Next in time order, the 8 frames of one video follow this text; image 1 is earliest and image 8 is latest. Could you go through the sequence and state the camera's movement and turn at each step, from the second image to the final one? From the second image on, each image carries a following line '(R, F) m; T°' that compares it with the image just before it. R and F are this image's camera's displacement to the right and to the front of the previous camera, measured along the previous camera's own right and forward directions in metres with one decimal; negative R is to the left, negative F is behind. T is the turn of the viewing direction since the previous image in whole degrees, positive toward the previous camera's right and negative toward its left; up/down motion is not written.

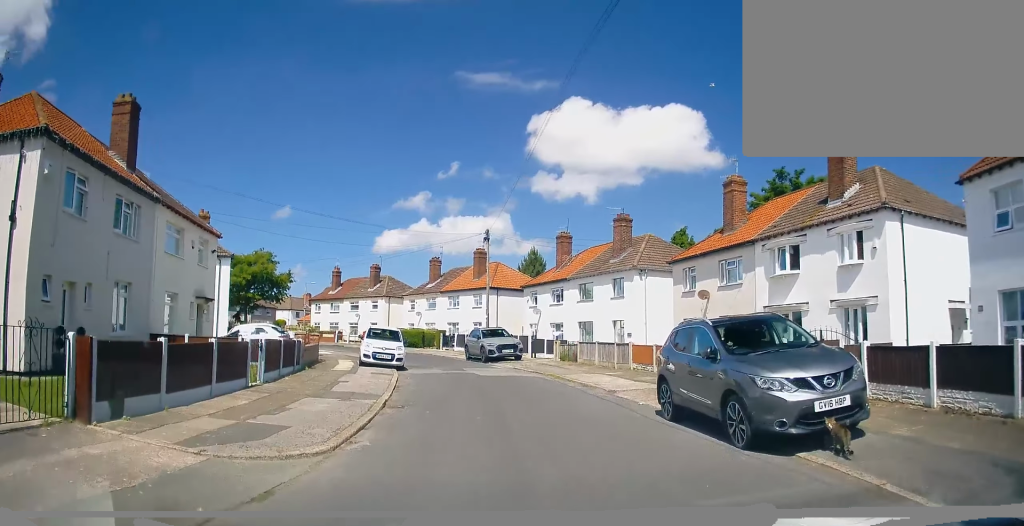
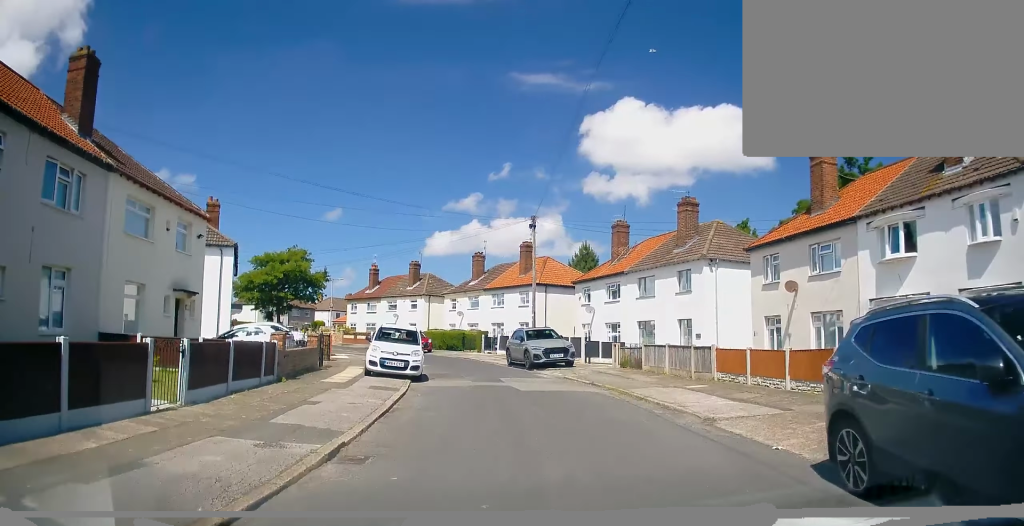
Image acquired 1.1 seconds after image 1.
(-0.5, +4.7) m; -7°
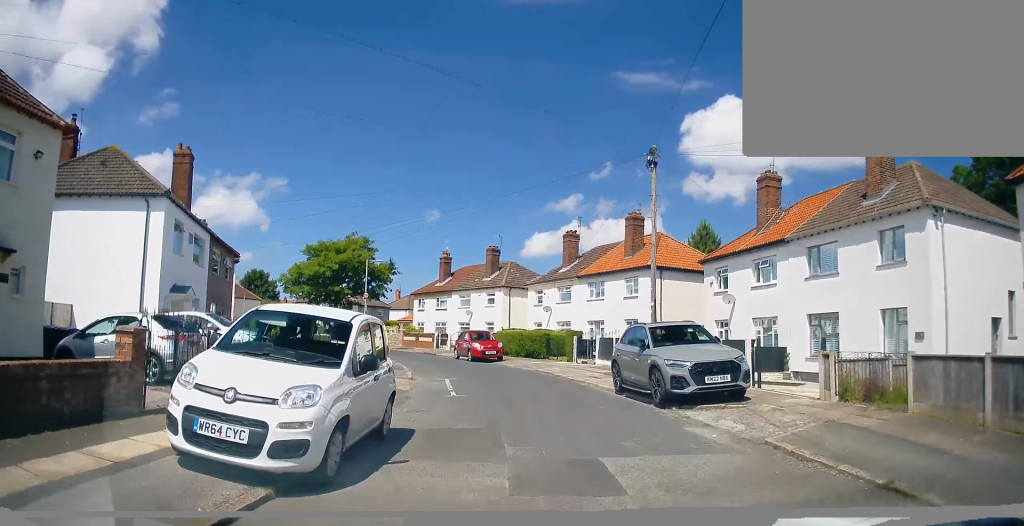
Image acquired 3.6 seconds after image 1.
(-0.5, +11.9) m; -8°
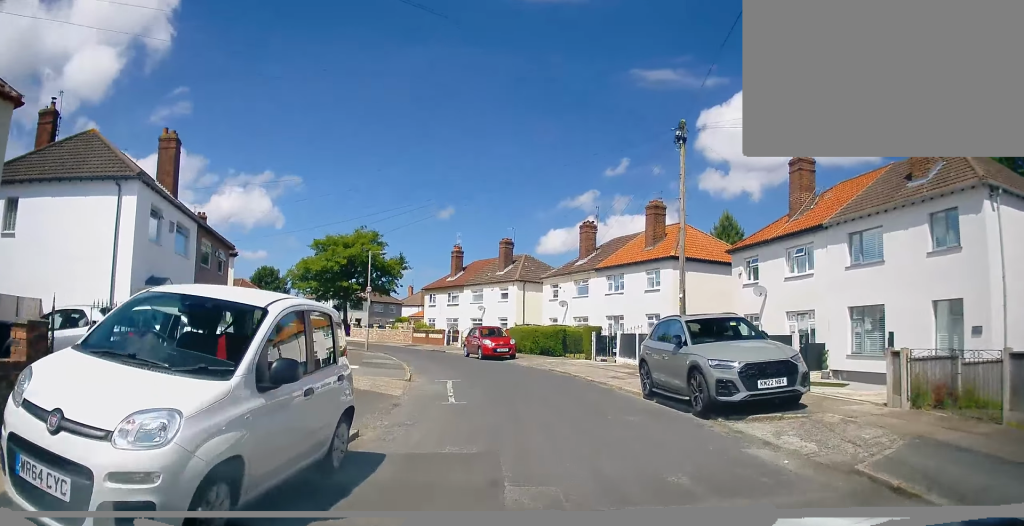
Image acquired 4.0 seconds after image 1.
(-0.1, +2.2) m; 0°
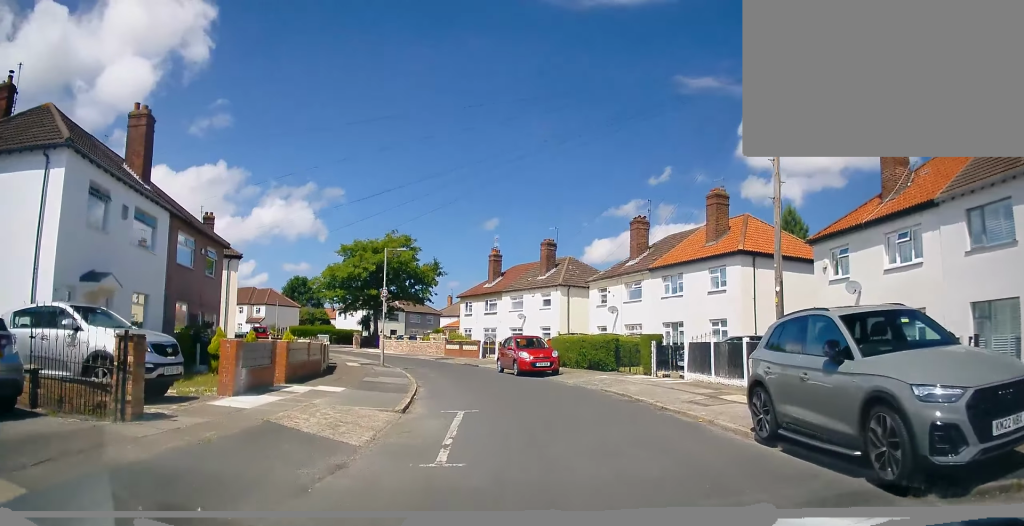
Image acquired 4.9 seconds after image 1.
(0.0, +4.7) m; -1°
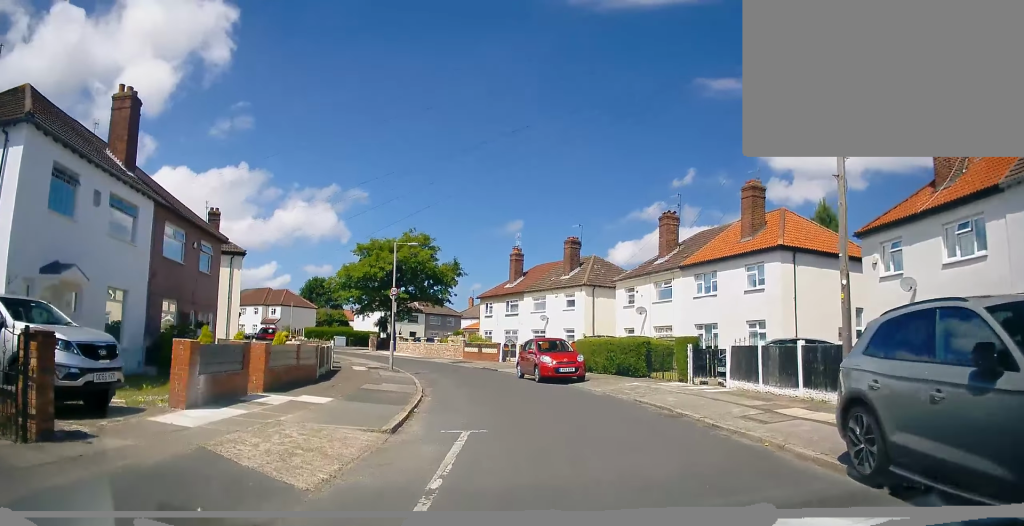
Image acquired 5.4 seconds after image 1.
(+0.2, +2.2) m; -1°
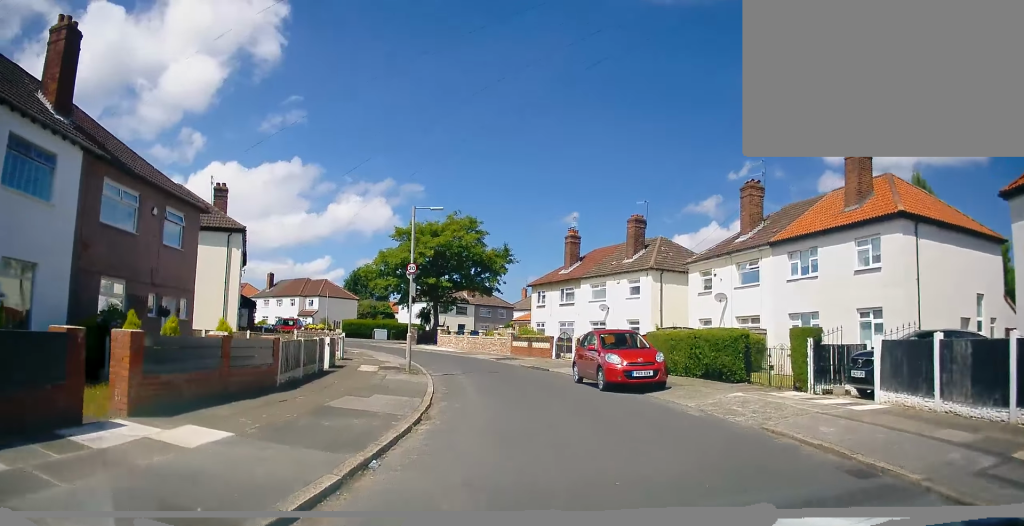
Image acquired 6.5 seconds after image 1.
(-0.5, +5.5) m; -12°
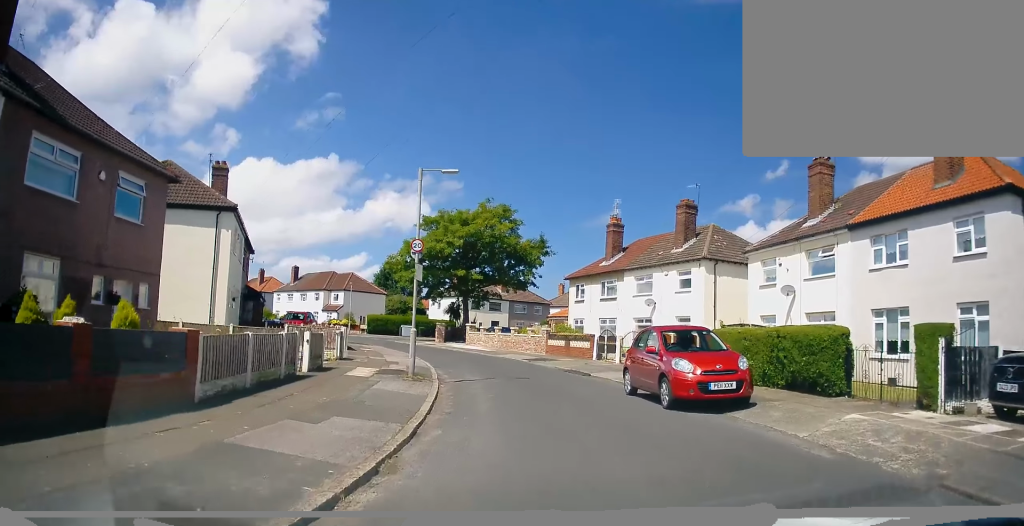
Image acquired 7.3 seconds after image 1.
(-0.3, +4.0) m; -1°
